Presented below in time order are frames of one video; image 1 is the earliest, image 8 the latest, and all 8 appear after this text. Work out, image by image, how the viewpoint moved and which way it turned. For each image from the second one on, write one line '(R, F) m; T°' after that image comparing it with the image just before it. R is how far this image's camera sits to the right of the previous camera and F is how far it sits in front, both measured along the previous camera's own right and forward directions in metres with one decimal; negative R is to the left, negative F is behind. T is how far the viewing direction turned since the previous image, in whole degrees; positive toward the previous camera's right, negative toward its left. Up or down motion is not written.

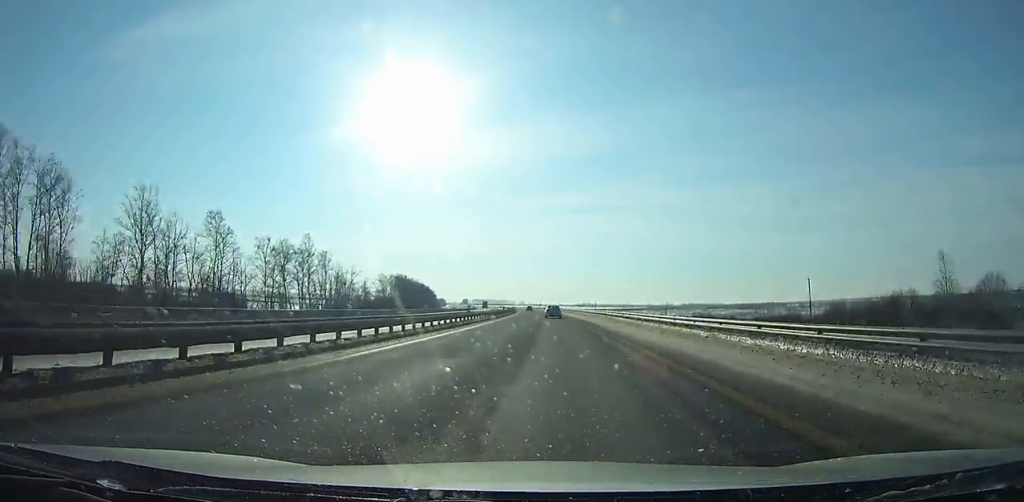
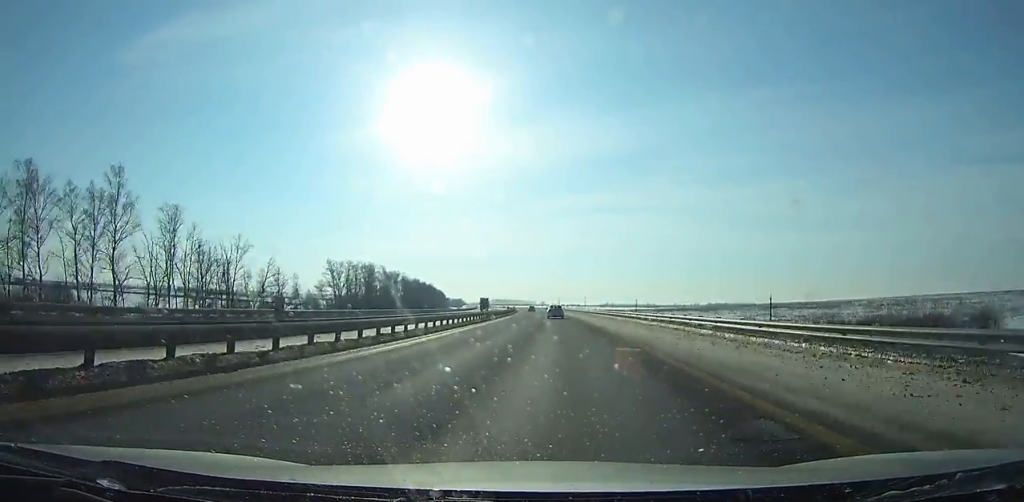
(-1.5, +71.5) m; -2°
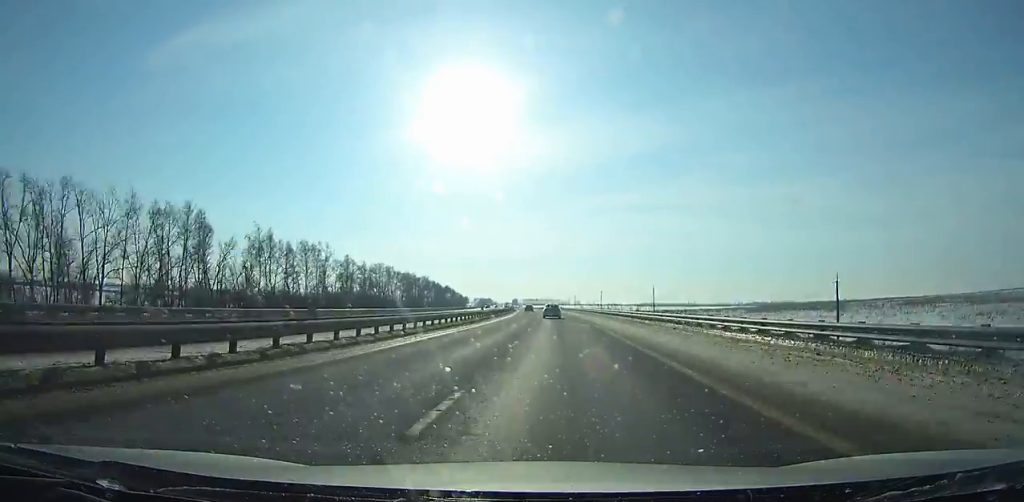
(-3.2, +117.1) m; -3°
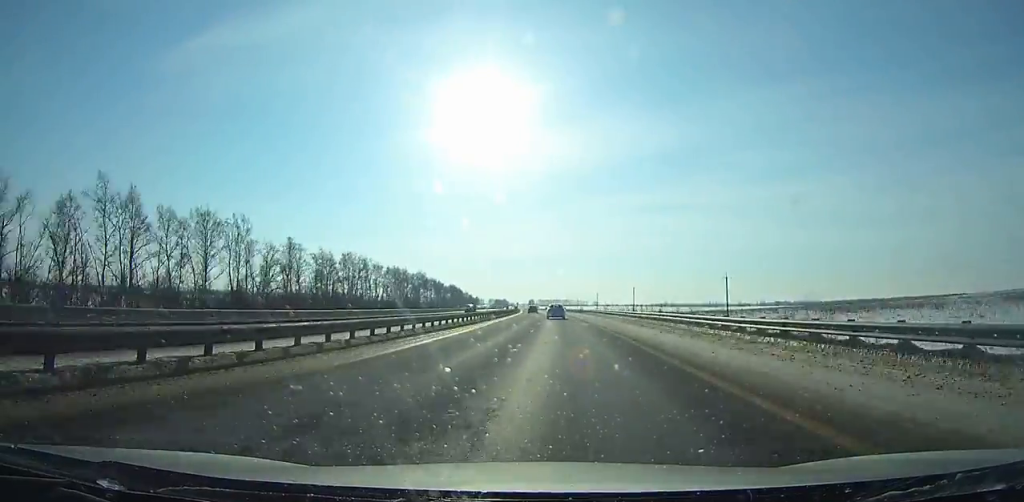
(-0.8, +48.9) m; -1°
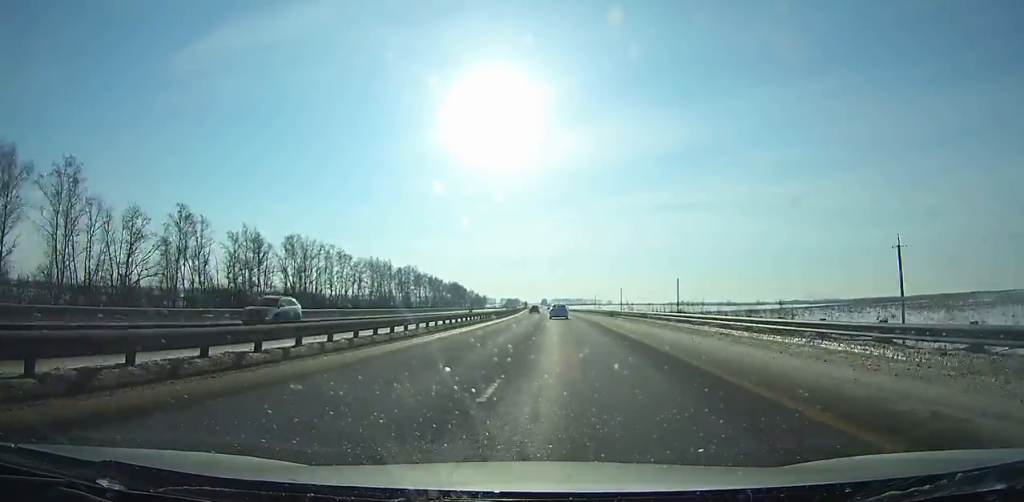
(-0.6, +45.6) m; -1°
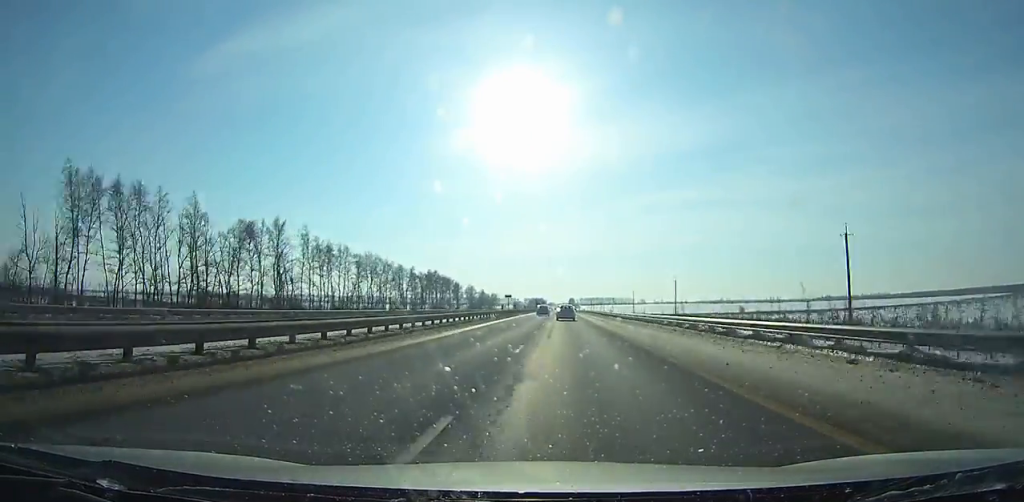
(-3.3, +136.9) m; -2°
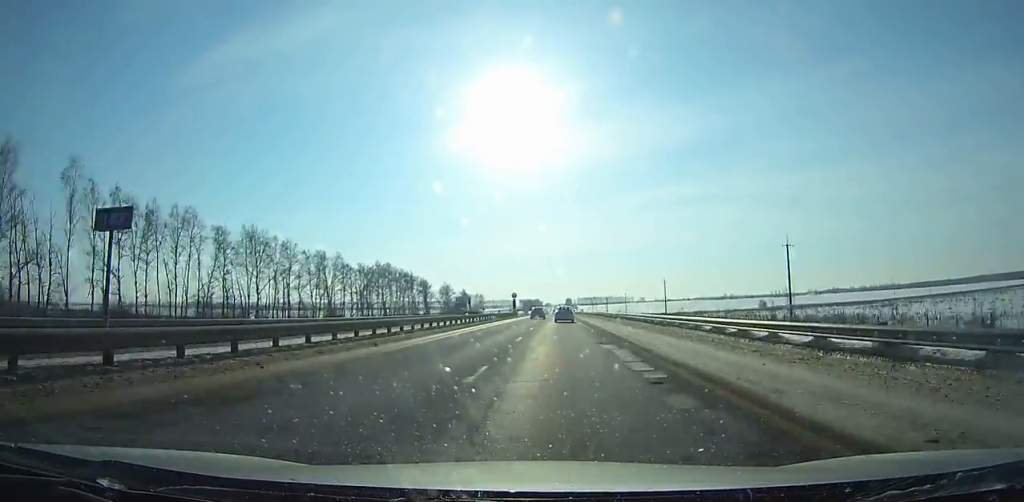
(-0.4, +65.4) m; 0°
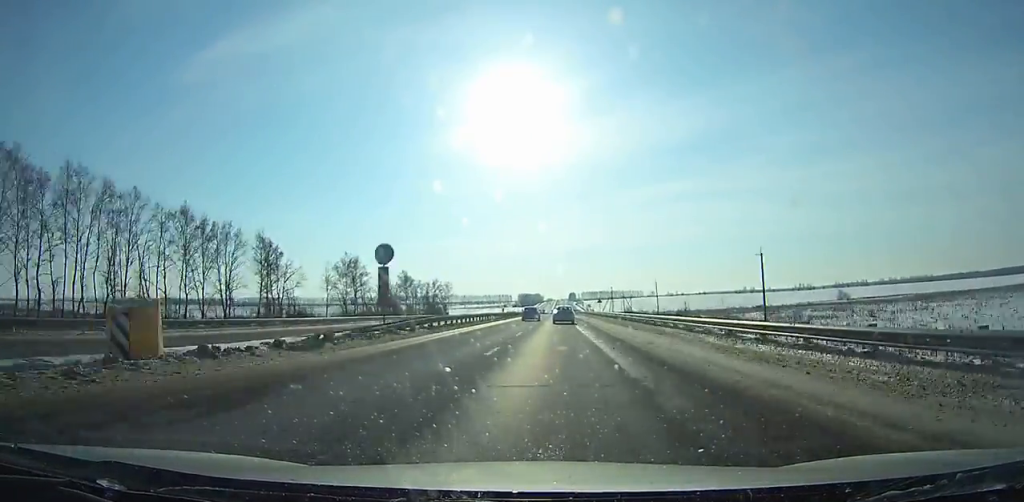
(-0.1, +138.2) m; 0°
